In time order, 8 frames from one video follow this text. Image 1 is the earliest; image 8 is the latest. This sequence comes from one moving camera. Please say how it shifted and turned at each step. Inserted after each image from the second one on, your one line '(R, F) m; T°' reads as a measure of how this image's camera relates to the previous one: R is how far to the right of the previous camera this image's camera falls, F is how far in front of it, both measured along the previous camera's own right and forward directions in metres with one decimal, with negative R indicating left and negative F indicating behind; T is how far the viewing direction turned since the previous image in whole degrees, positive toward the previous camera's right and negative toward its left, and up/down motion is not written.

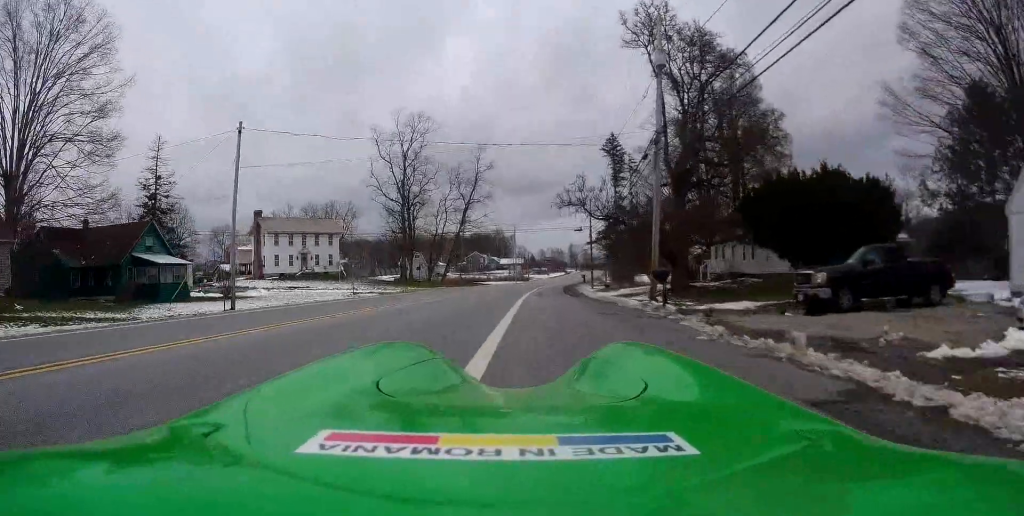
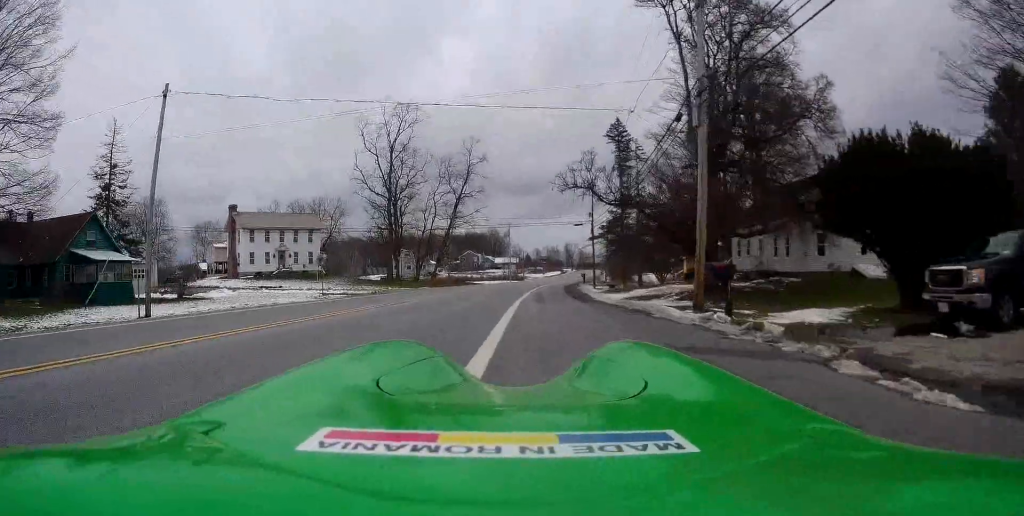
(-0.1, +6.6) m; 0°
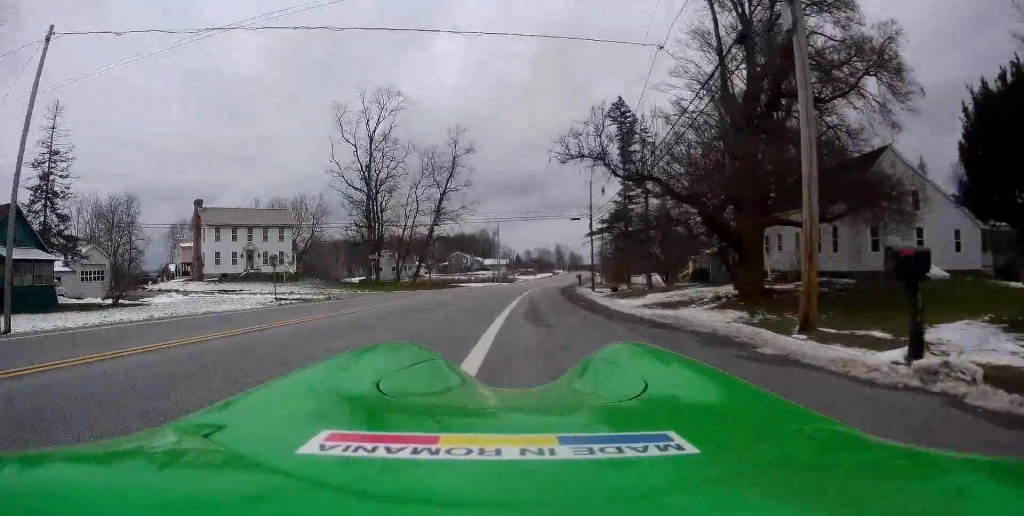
(0.0, +7.0) m; +1°
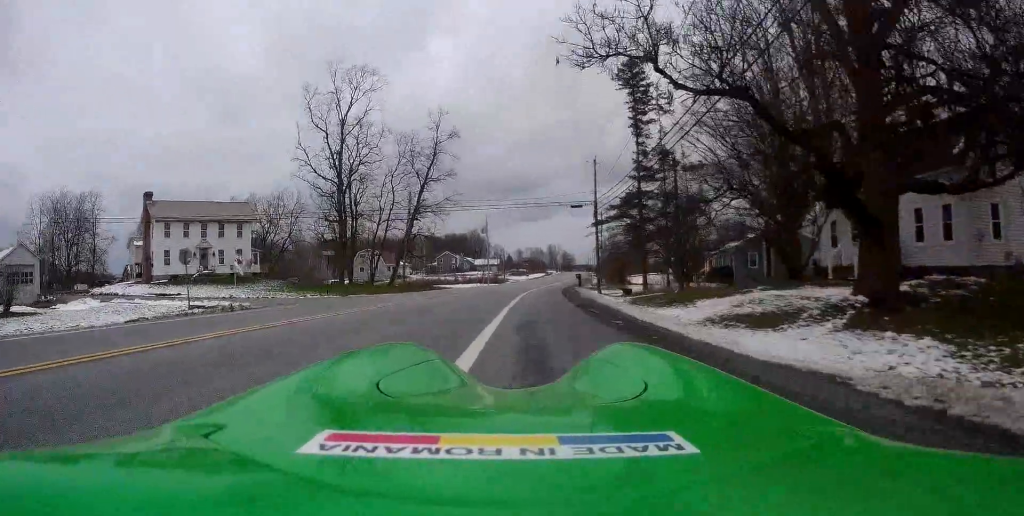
(+0.2, +9.8) m; +1°
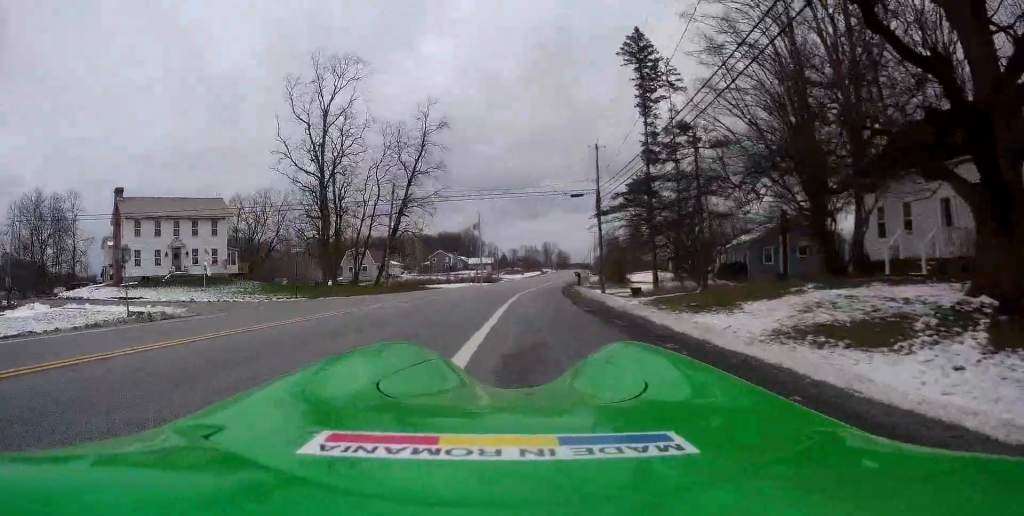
(+0.1, +4.5) m; 0°
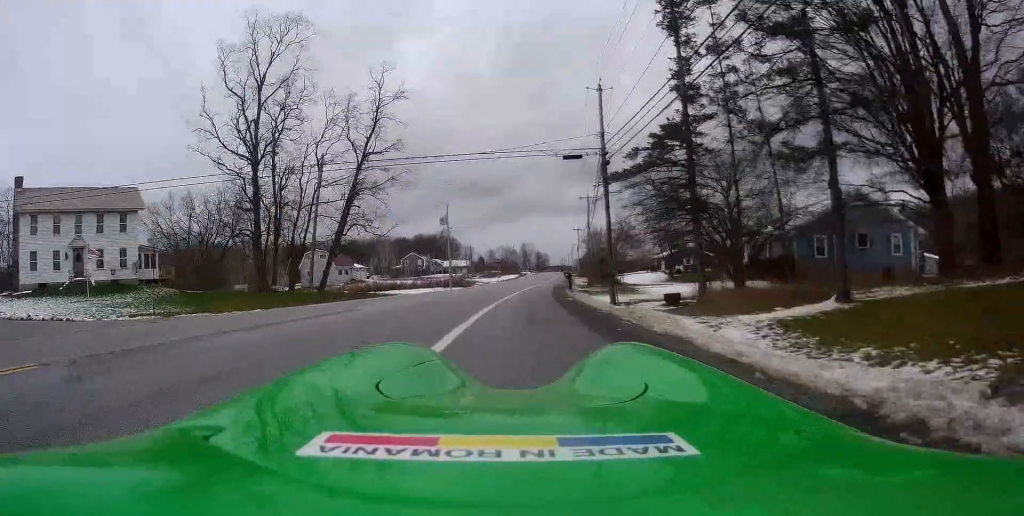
(-0.1, +12.9) m; +1°
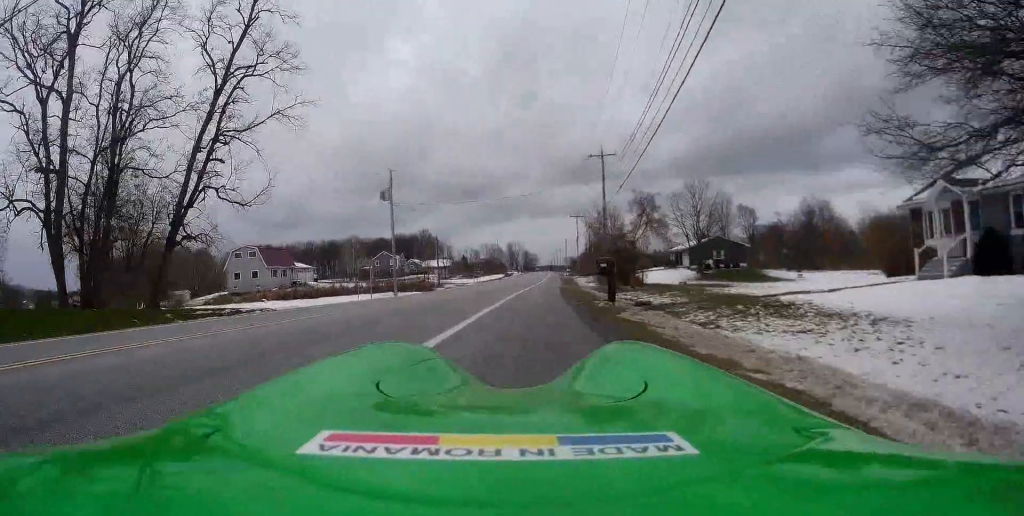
(+0.1, +26.5) m; +1°
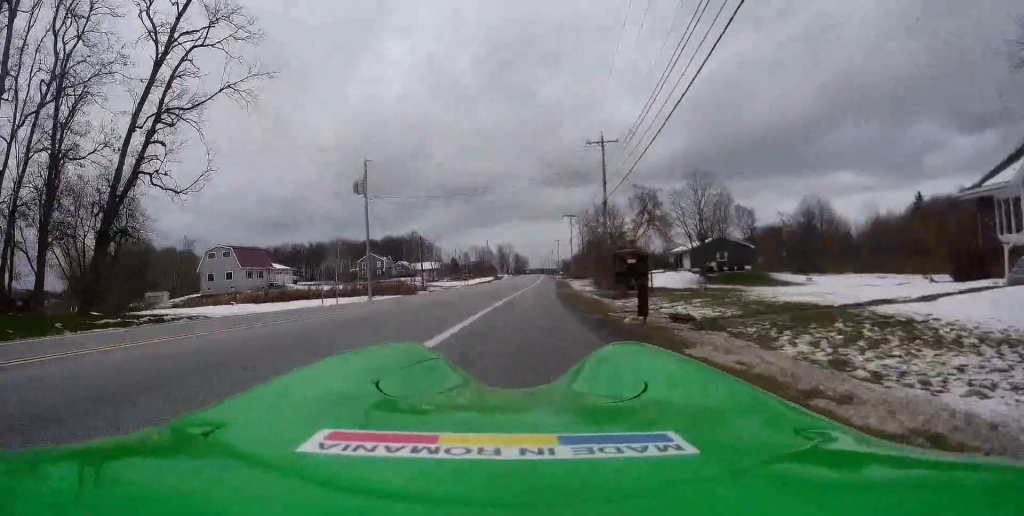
(+0.1, +5.7) m; +1°
